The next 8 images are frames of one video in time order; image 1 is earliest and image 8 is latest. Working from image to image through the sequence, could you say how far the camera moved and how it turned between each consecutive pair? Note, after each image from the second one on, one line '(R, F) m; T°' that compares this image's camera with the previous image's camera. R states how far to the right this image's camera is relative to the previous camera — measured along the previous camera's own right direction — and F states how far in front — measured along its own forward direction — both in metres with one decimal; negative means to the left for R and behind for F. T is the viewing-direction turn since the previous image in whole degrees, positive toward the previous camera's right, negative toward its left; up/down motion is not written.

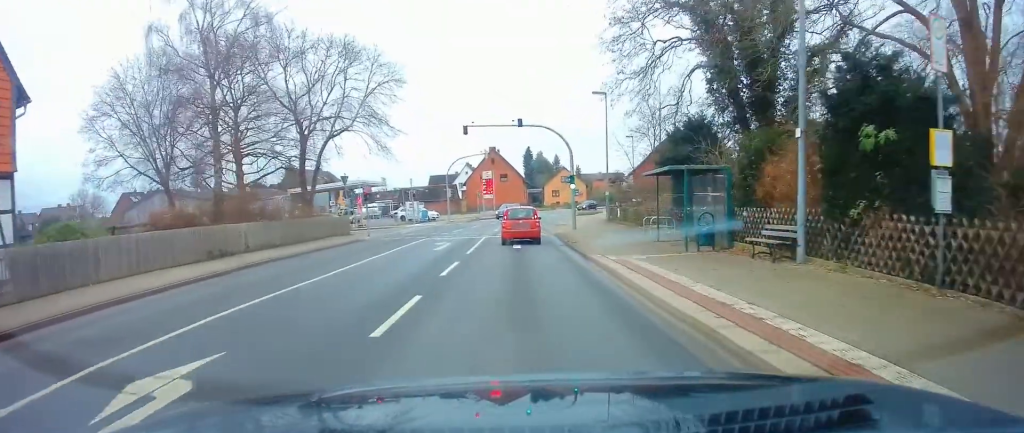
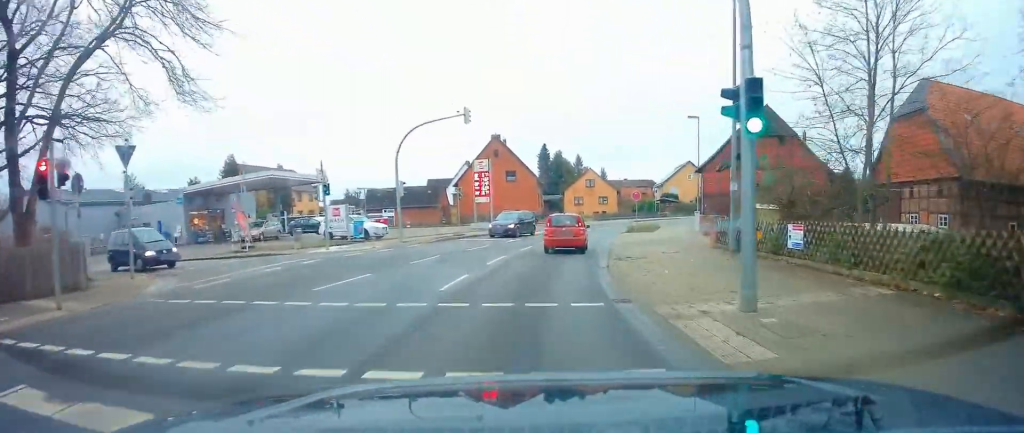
(-0.2, +25.6) m; -1°
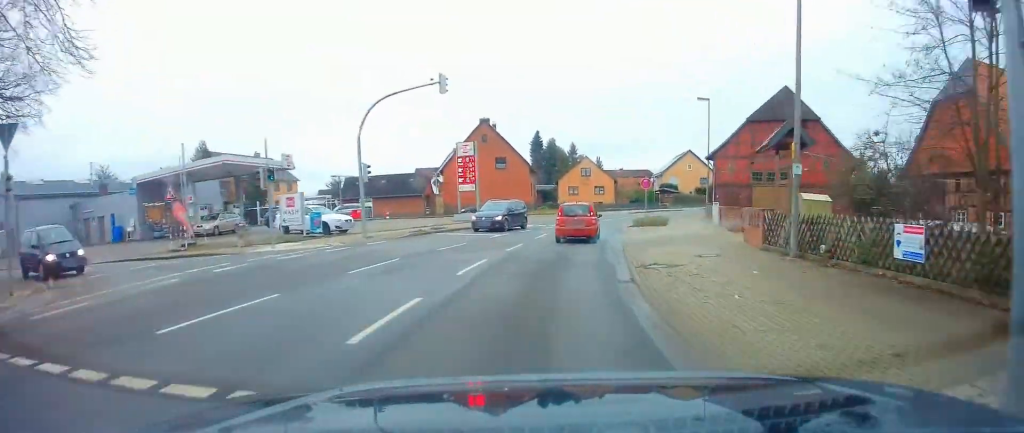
(-0.2, +5.3) m; +1°
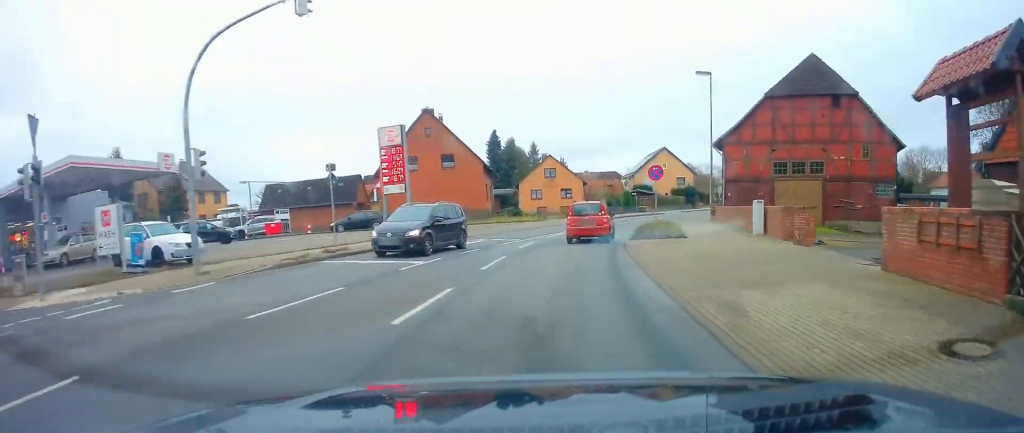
(+0.3, +11.1) m; +4°
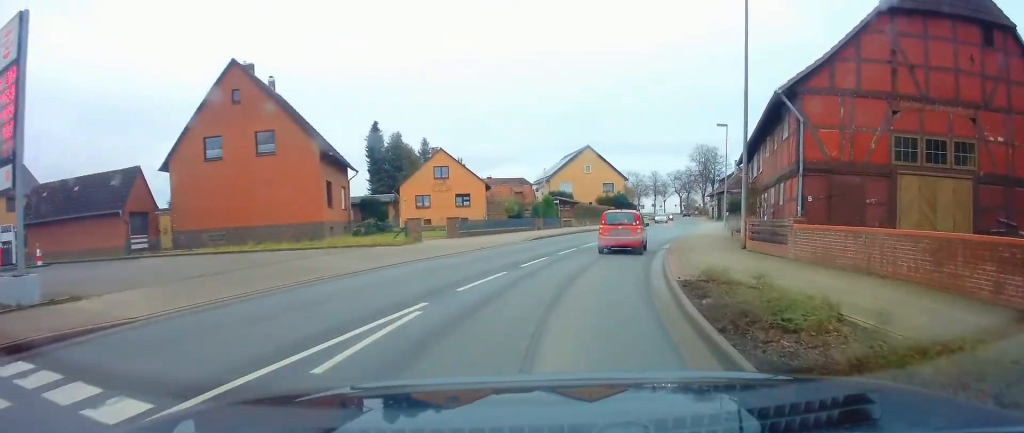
(+1.7, +19.9) m; +11°
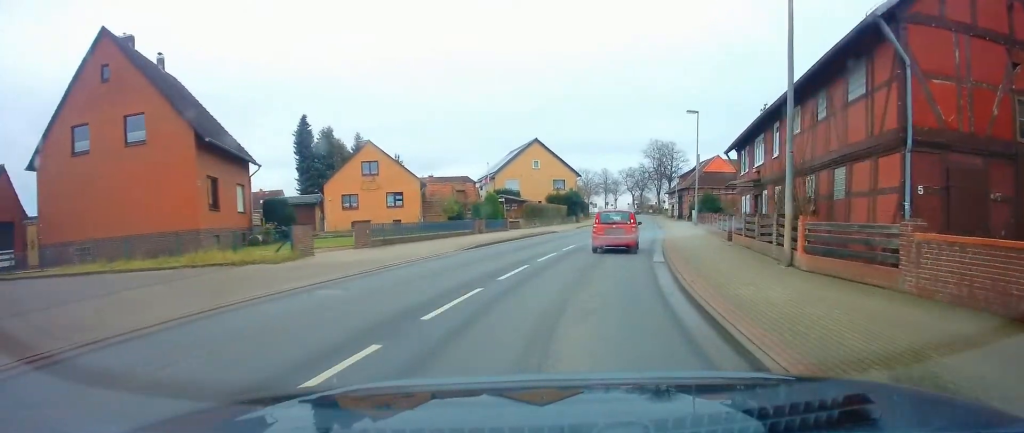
(+0.1, +7.3) m; +6°
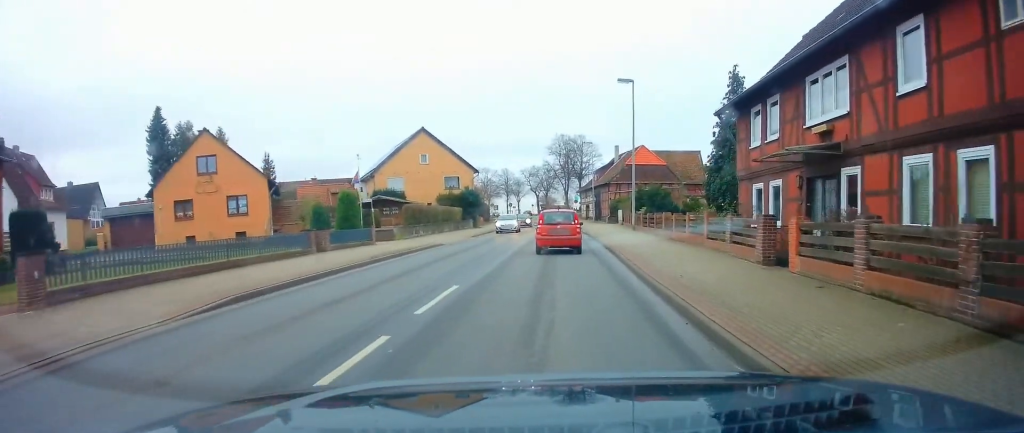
(+1.3, +12.7) m; +9°
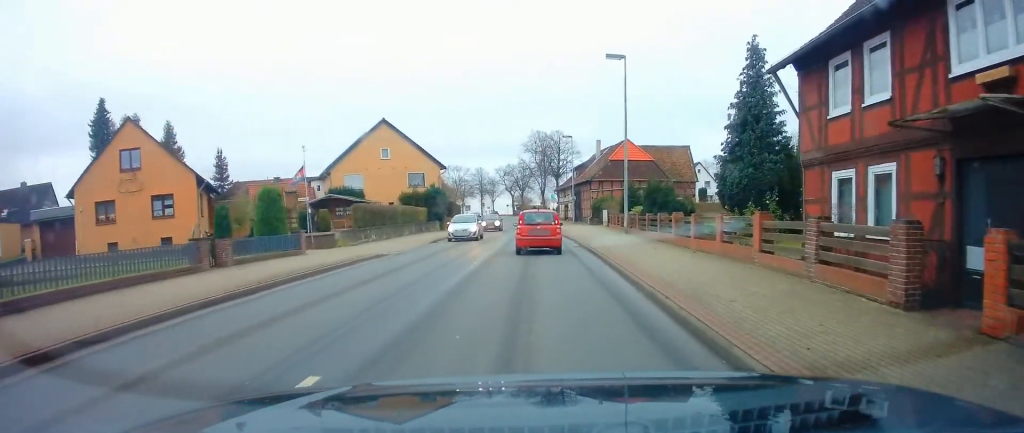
(+0.2, +6.4) m; +2°
